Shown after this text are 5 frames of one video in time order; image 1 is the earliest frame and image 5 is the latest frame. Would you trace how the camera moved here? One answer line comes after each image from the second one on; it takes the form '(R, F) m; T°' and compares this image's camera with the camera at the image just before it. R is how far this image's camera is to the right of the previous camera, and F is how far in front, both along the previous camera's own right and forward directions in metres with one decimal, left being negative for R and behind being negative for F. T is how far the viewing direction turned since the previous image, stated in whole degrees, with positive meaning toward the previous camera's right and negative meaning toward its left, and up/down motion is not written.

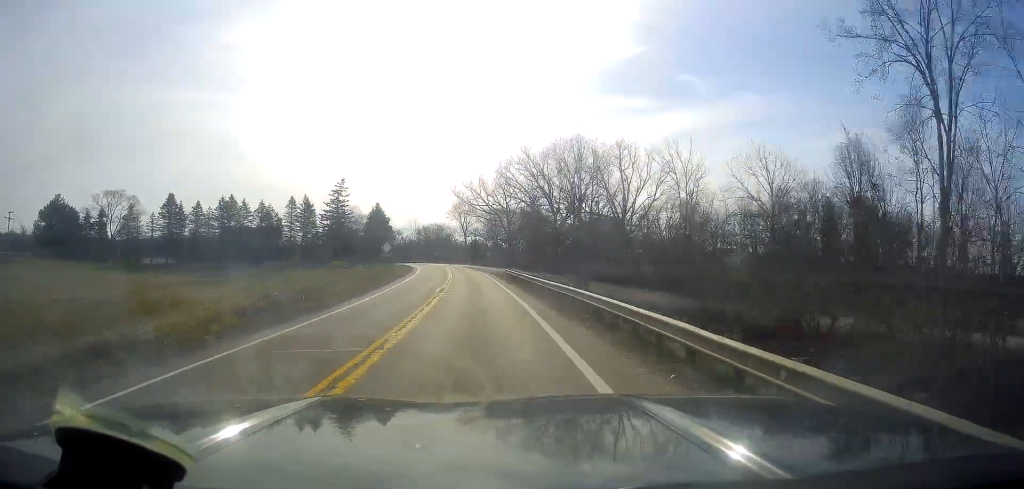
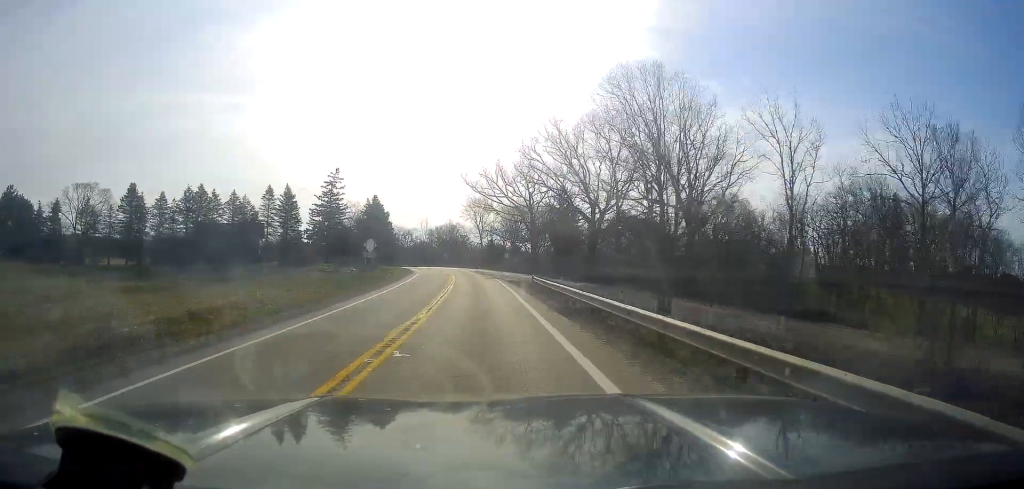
(-0.3, +18.7) m; -2°
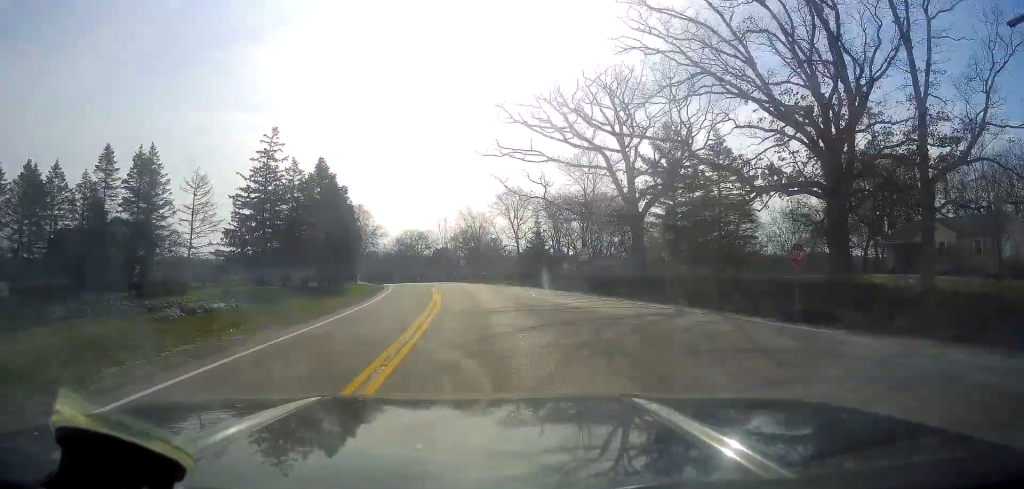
(-1.5, +45.9) m; -3°
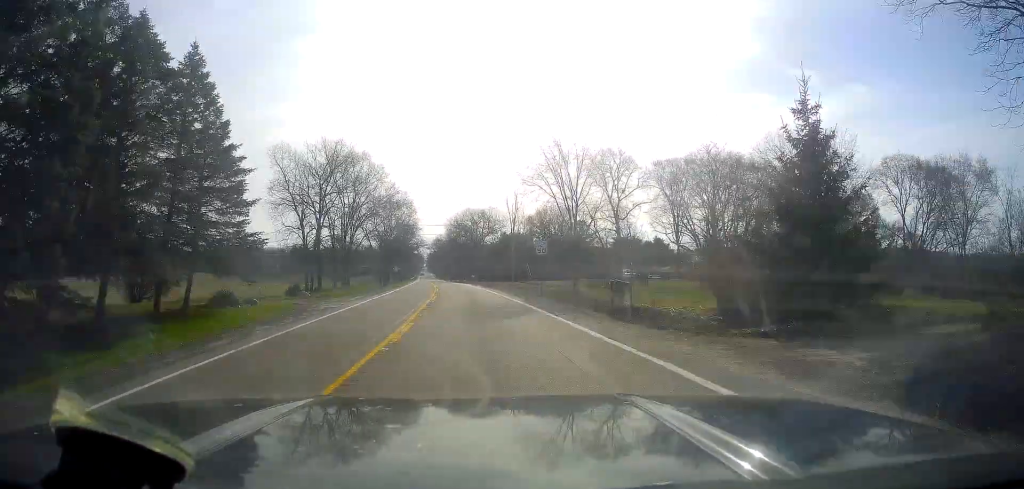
(-2.4, +43.5) m; -7°
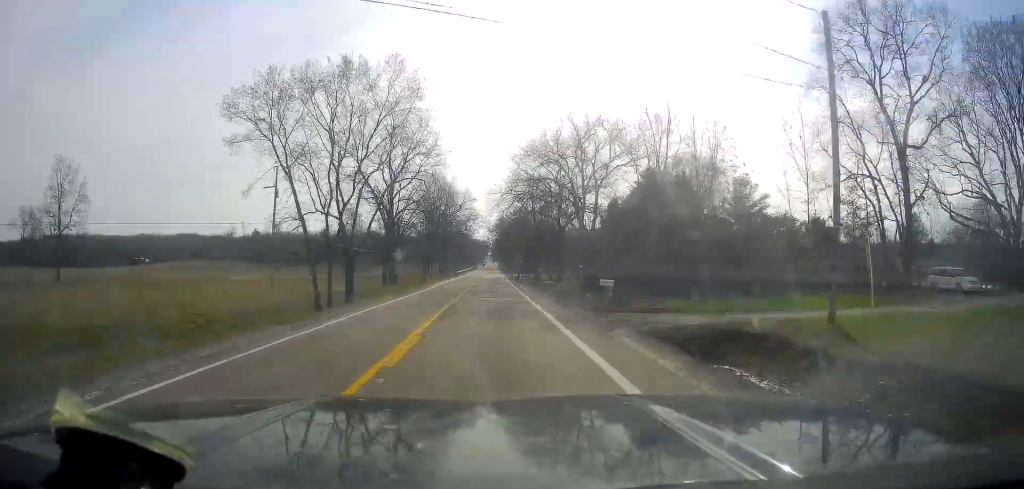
(-5.1, +64.7) m; -8°
